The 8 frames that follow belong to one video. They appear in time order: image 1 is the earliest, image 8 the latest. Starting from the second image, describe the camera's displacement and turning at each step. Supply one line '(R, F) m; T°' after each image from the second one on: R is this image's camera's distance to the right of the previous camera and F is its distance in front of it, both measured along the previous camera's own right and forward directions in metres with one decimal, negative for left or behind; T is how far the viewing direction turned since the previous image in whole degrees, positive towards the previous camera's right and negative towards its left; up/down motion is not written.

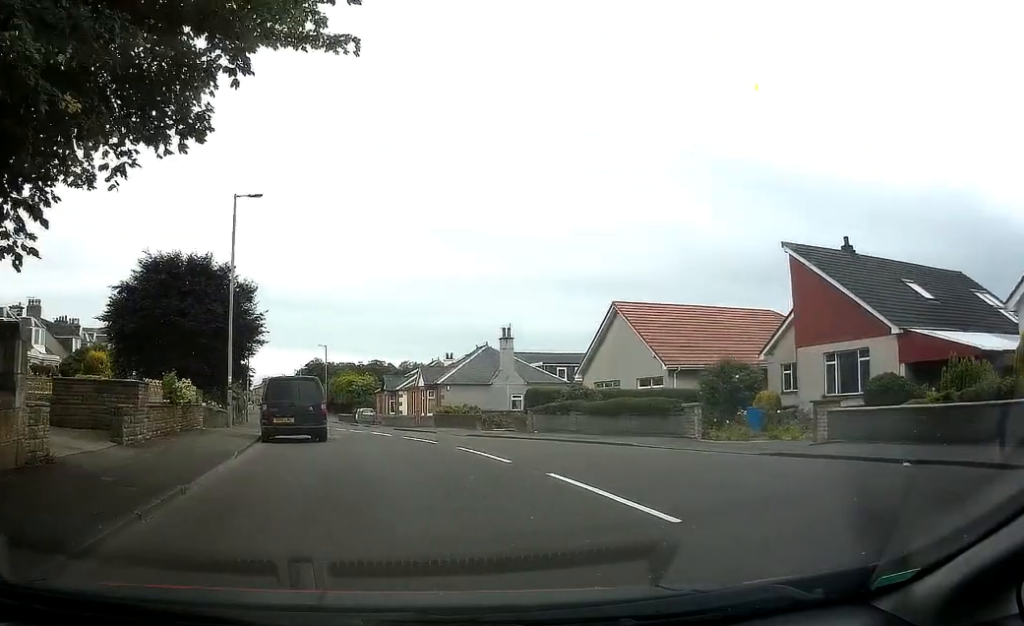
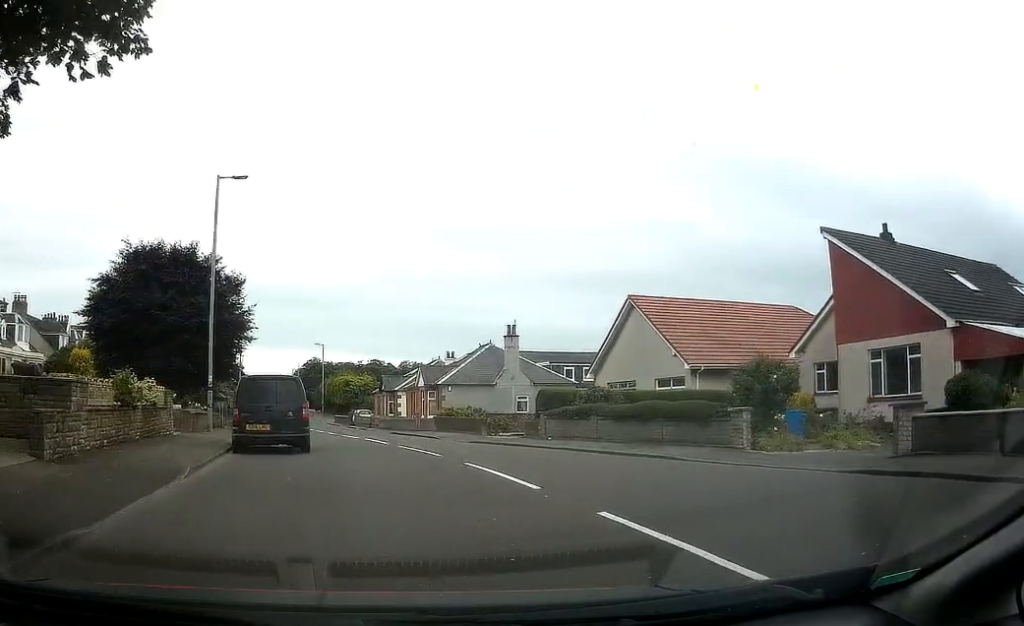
(0.0, +3.0) m; -1°
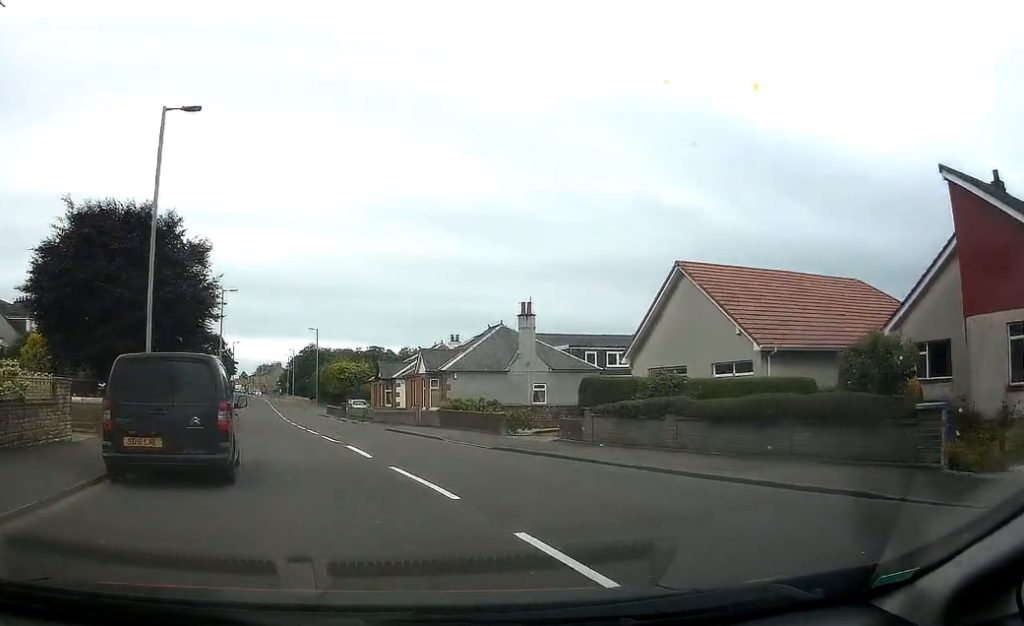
(-0.6, +7.4) m; -8°
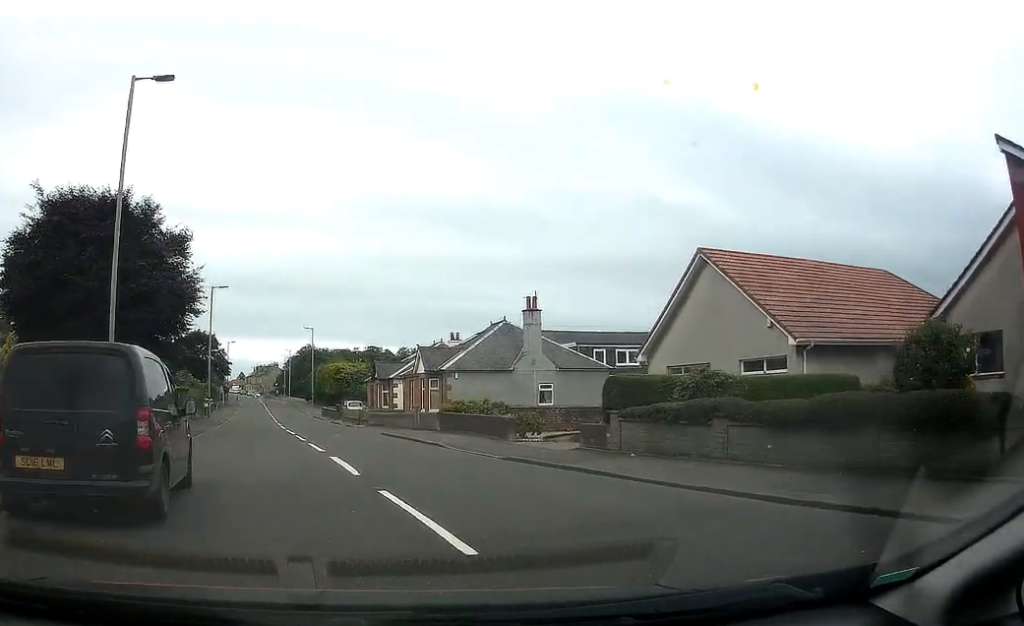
(-0.1, +2.6) m; 0°
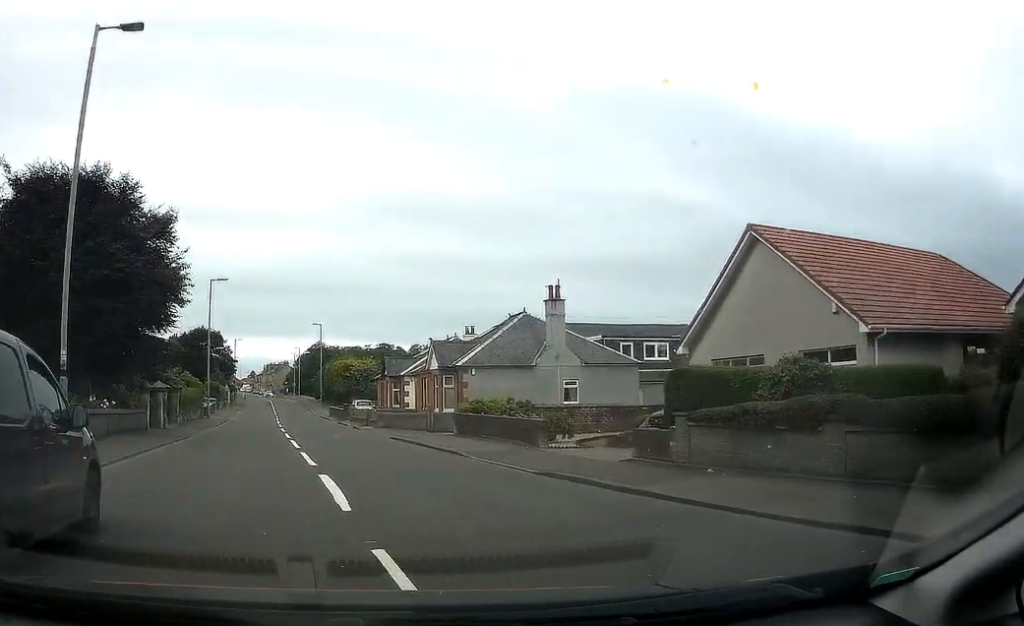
(+0.2, +3.3) m; 0°
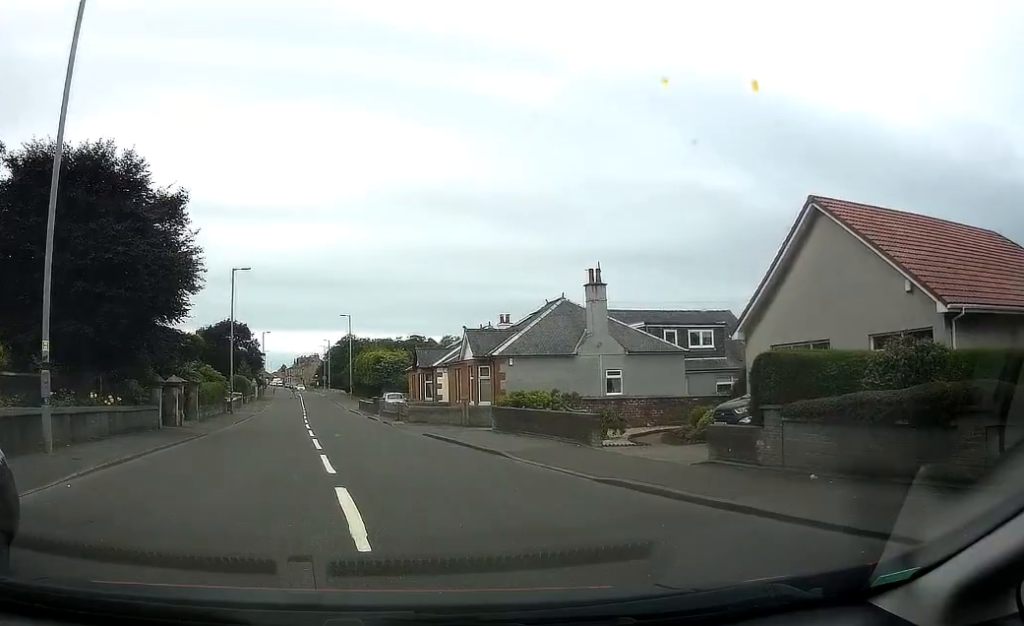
(0.0, +2.4) m; -4°
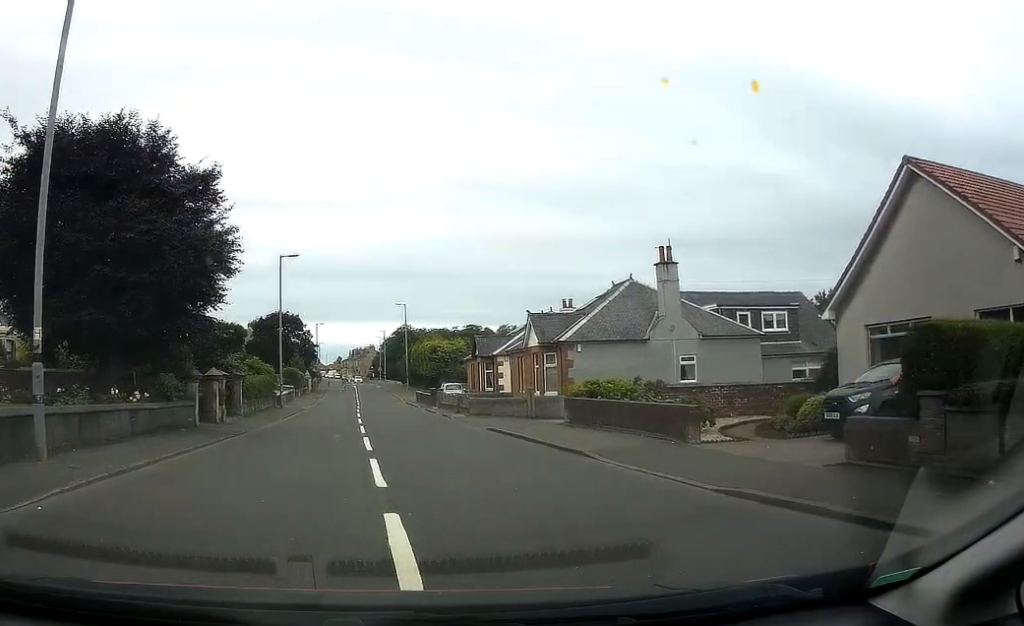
(0.0, +1.9) m; -3°
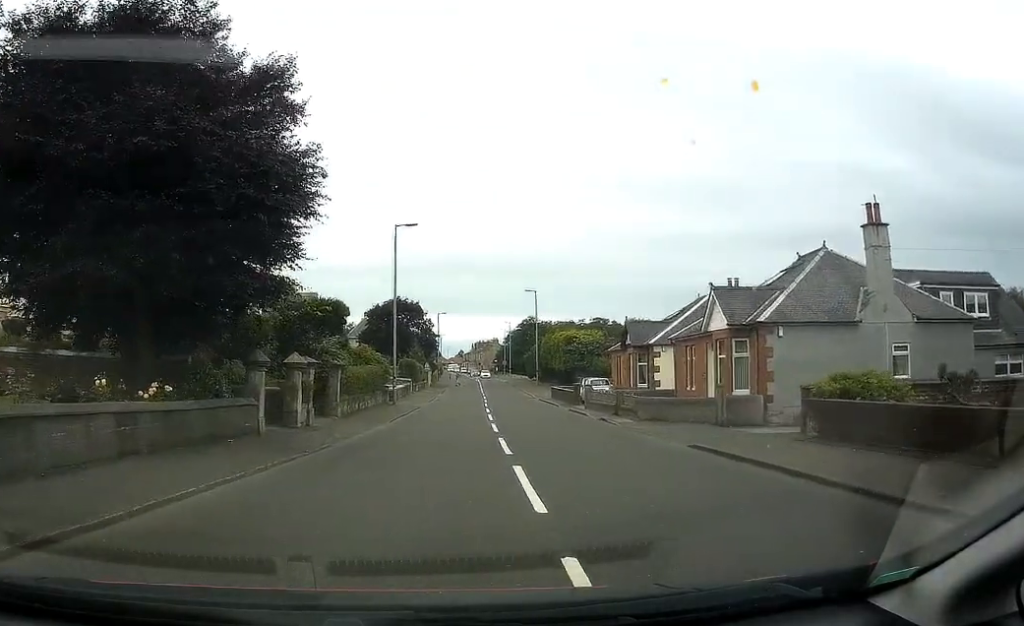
(-0.5, +6.9) m; -3°
